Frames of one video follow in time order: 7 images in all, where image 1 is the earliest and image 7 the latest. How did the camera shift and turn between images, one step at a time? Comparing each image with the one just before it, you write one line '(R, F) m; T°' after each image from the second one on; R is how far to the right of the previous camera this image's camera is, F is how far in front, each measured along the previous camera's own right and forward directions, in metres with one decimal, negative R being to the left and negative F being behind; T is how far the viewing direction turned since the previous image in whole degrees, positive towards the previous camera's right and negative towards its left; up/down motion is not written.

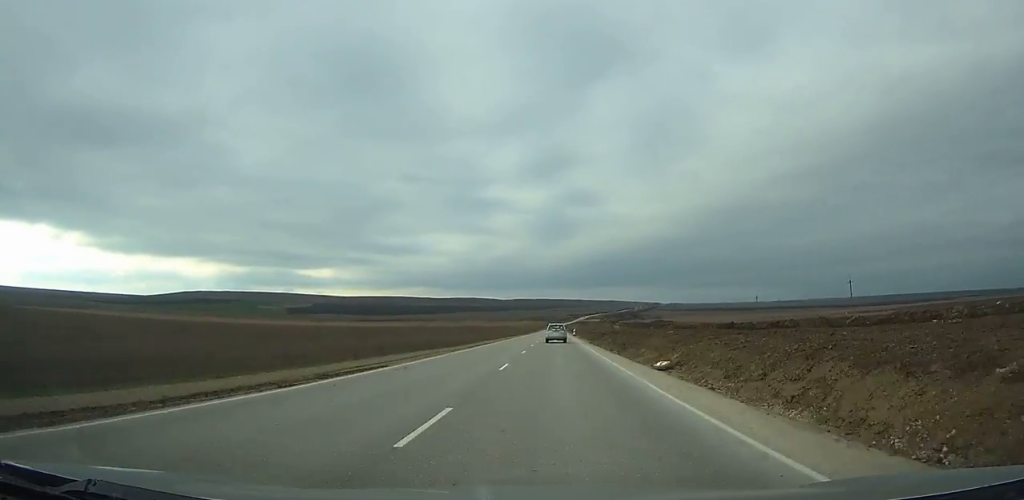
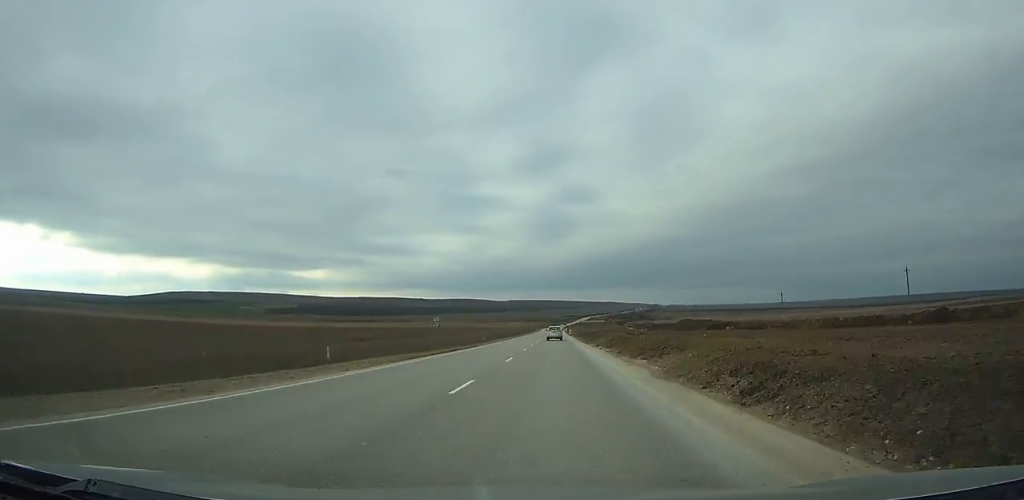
(+0.2, +91.7) m; 0°
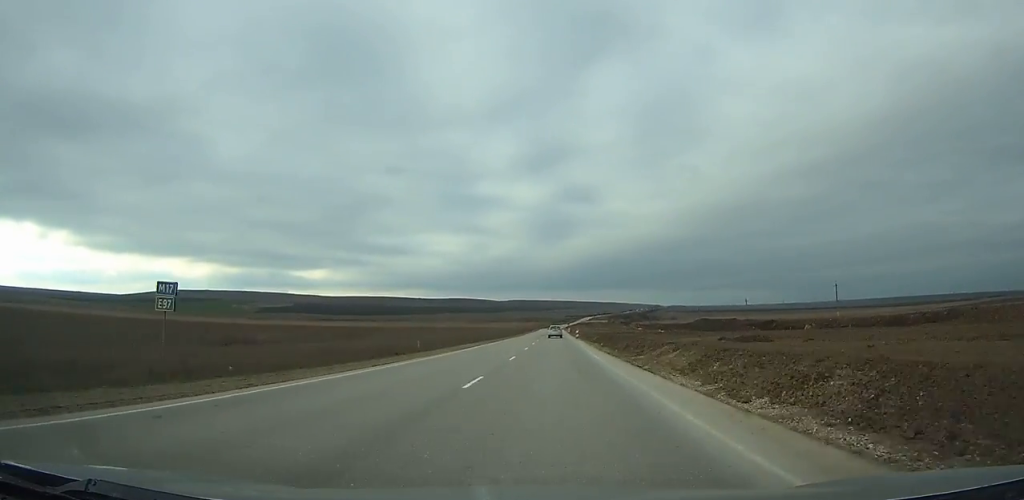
(+0.1, +35.1) m; 0°
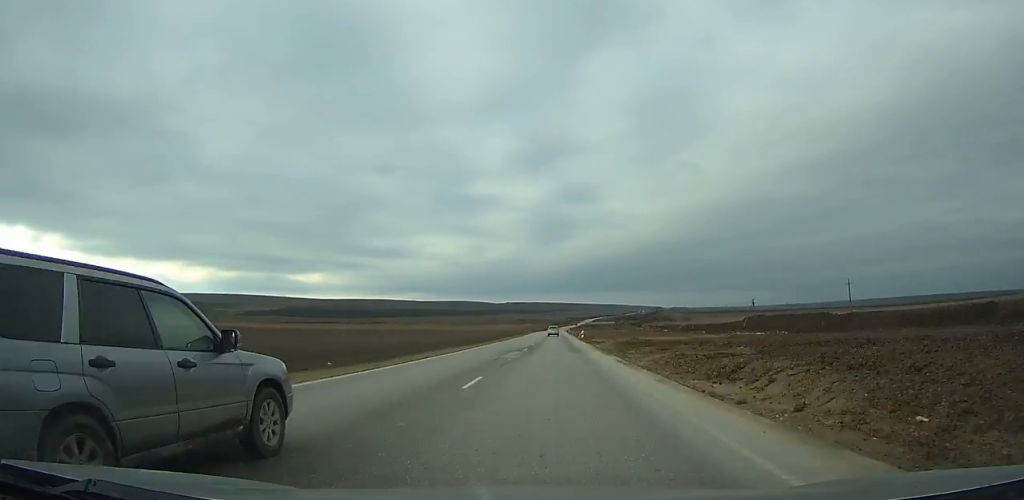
(0.0, +73.3) m; 0°
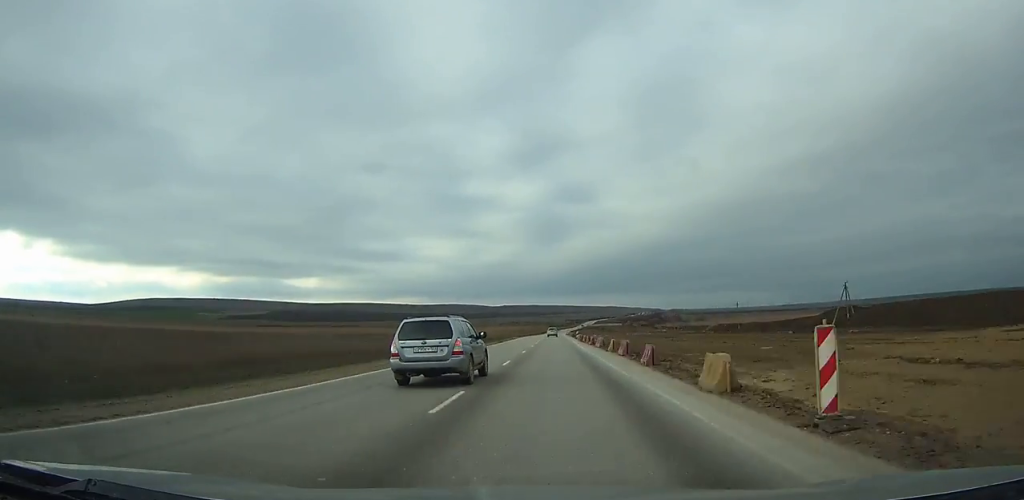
(+0.1, +64.2) m; 0°
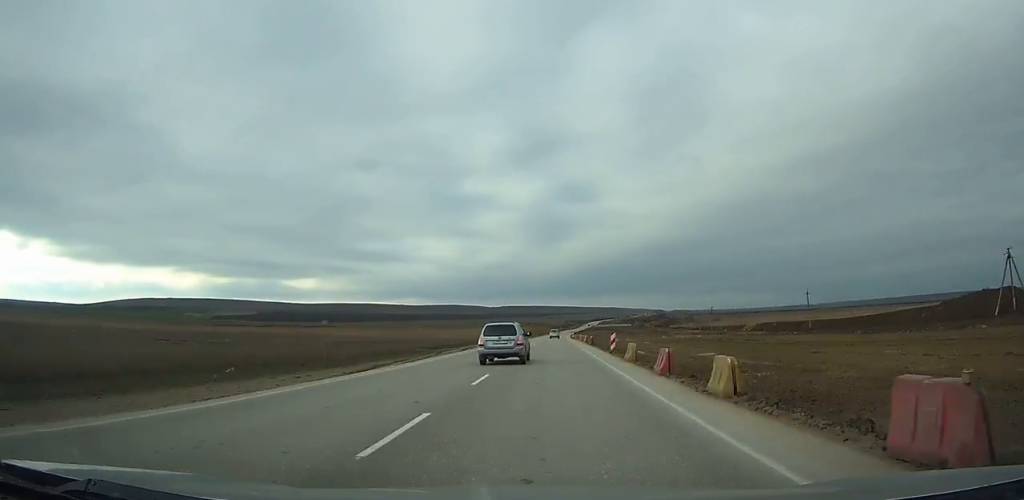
(+0.1, +52.0) m; 0°
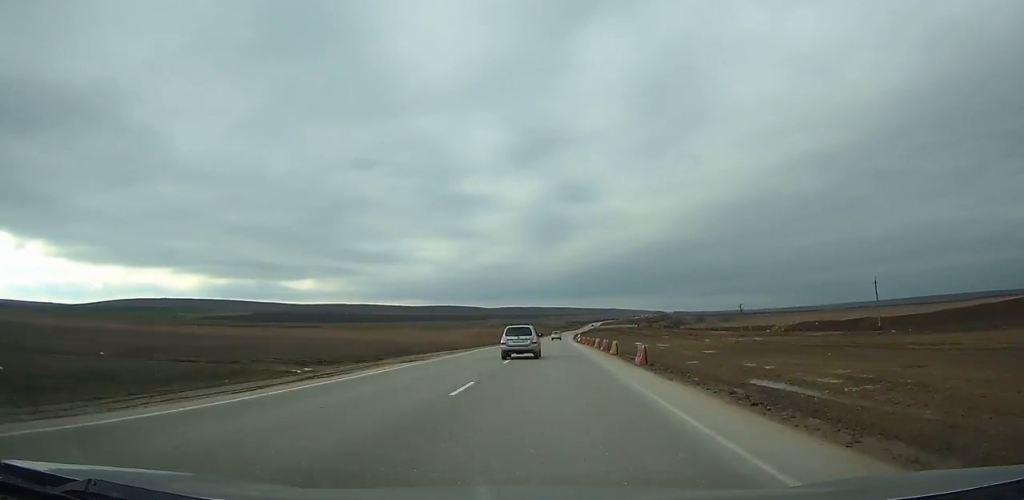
(+0.1, +30.0) m; 0°
